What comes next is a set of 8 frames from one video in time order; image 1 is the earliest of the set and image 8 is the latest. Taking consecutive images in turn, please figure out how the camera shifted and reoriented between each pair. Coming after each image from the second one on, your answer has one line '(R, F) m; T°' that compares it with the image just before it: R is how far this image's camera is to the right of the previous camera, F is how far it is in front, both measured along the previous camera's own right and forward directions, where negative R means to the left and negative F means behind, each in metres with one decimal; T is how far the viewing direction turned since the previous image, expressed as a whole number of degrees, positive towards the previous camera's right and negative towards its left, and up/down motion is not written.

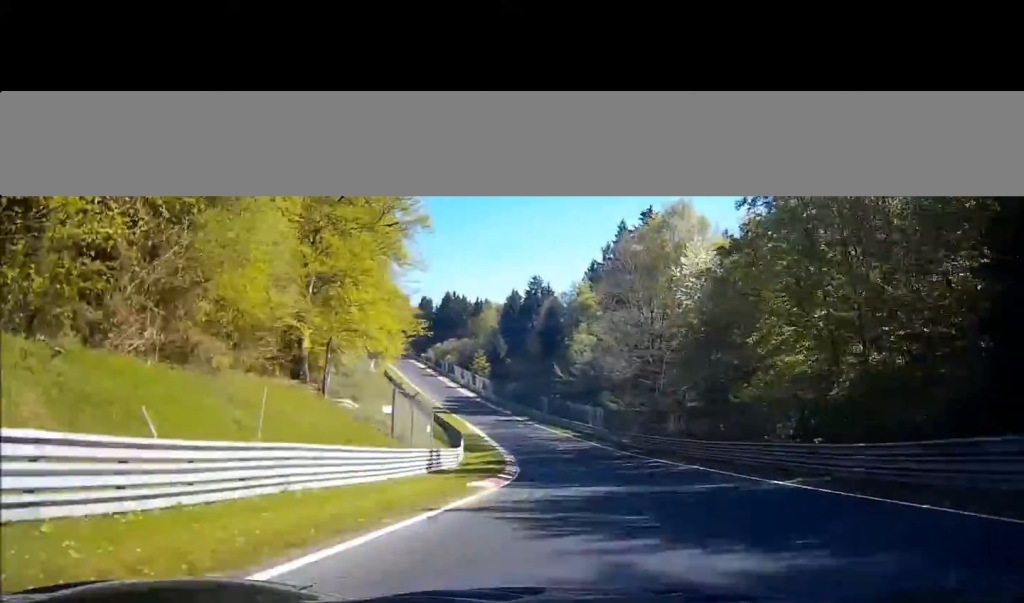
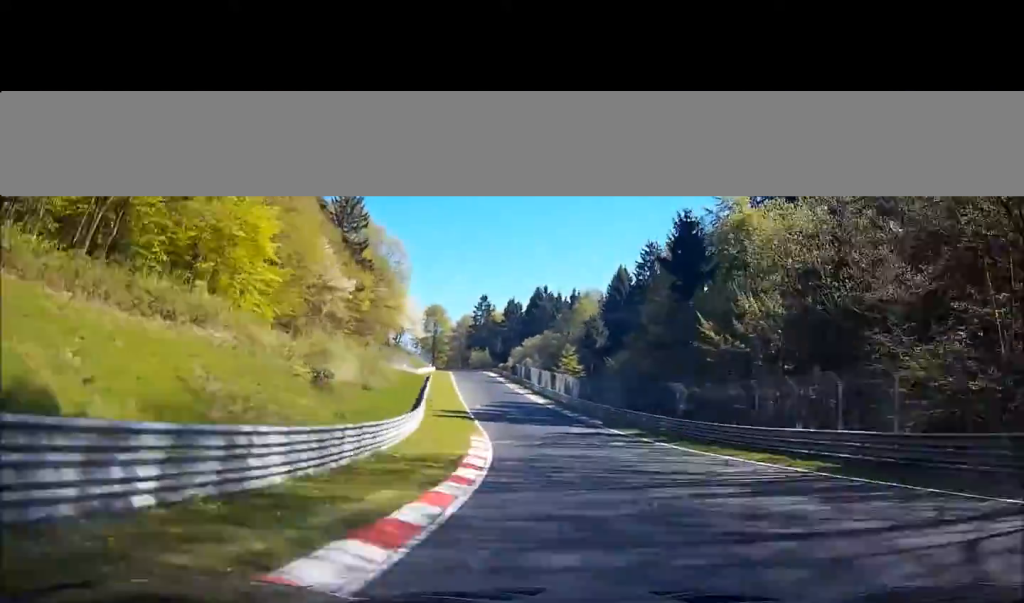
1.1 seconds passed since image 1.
(-3.9, +58.4) m; -8°
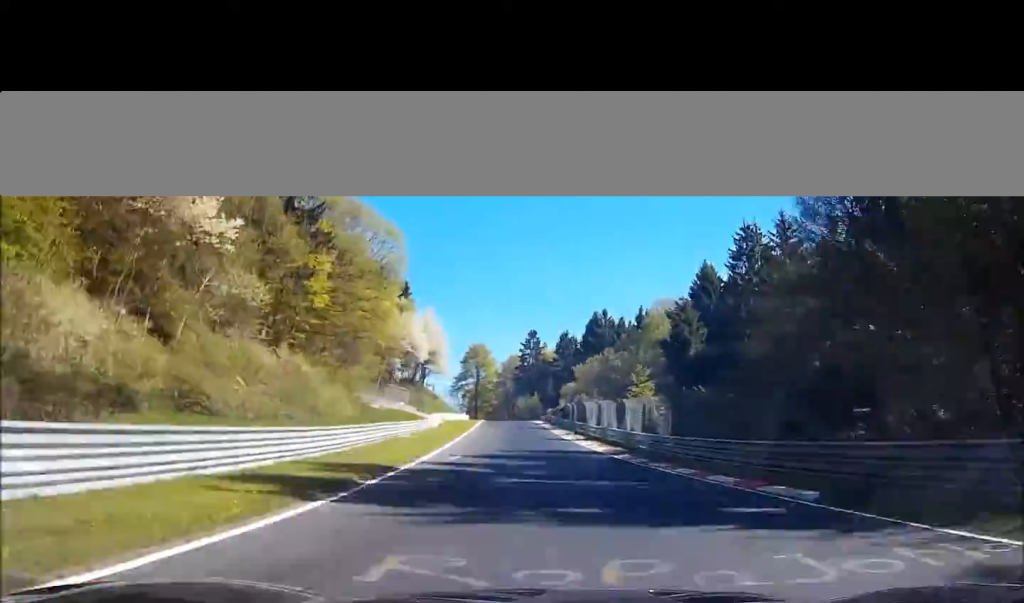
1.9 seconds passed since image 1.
(-1.8, +34.6) m; -5°
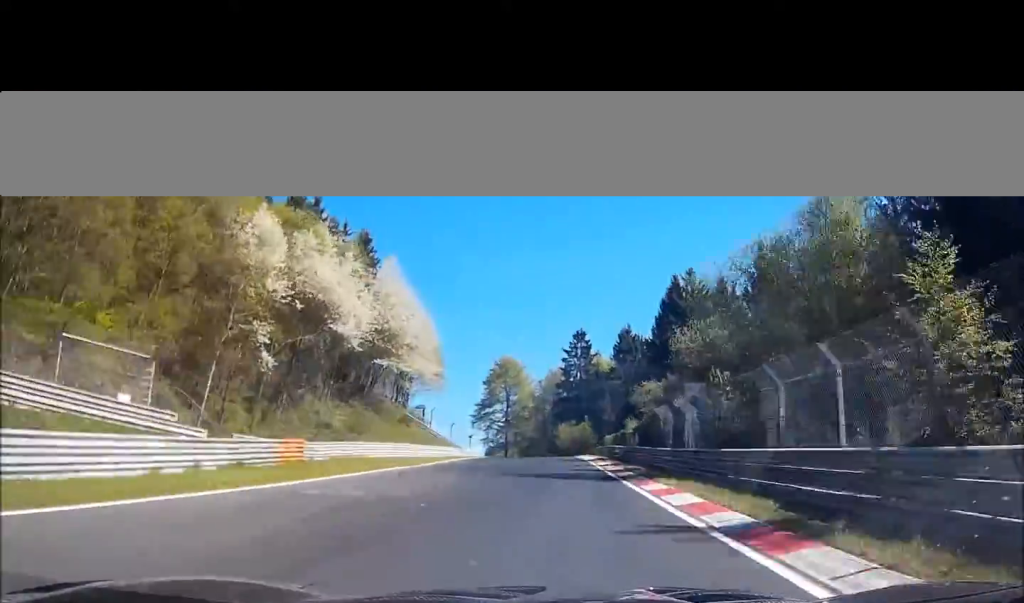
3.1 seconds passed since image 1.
(-3.3, +59.5) m; -6°
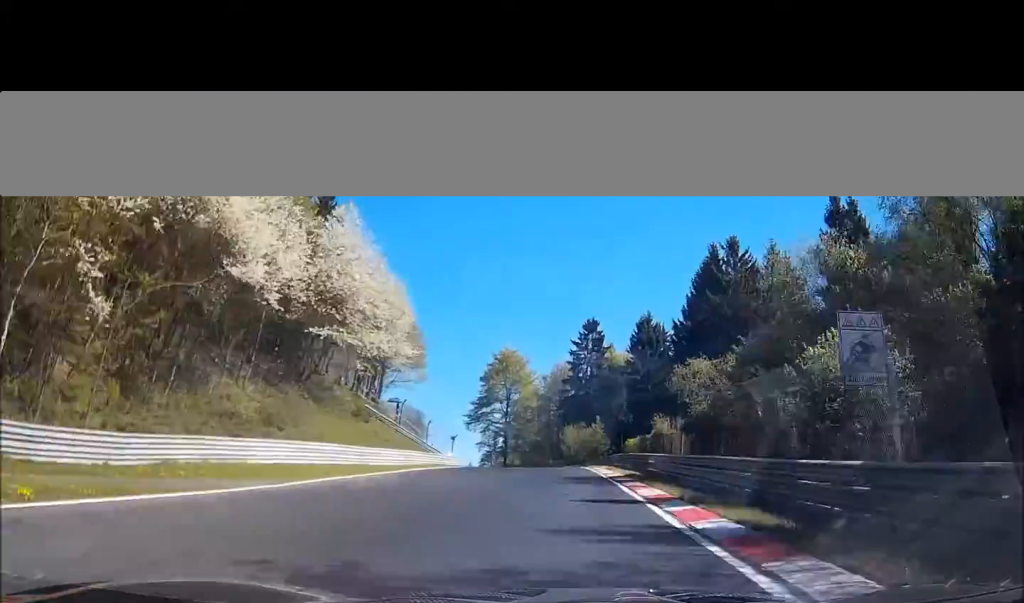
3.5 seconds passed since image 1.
(-0.5, +21.7) m; -2°
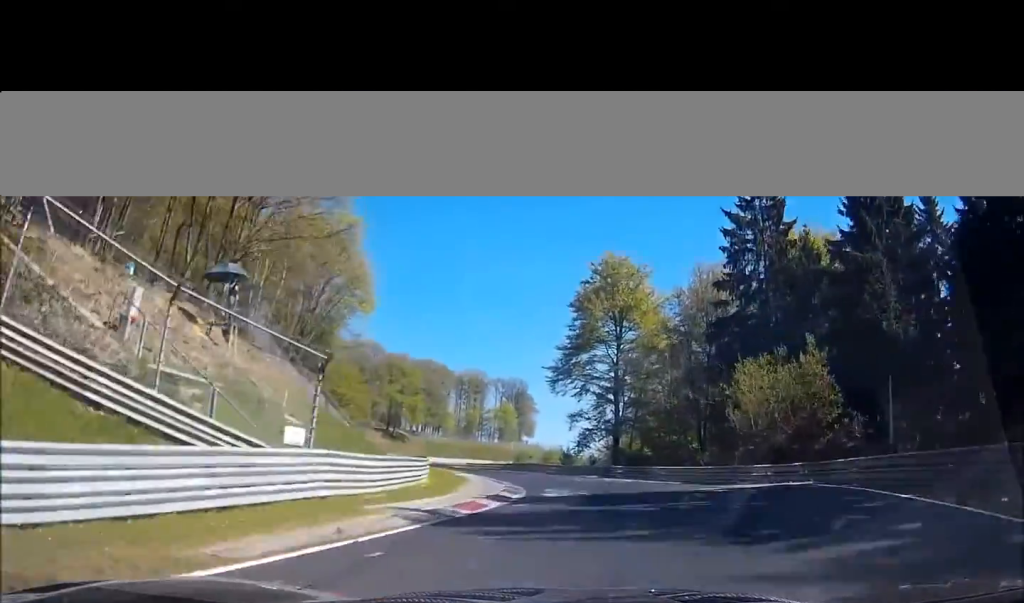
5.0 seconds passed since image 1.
(-3.6, +64.4) m; -9°
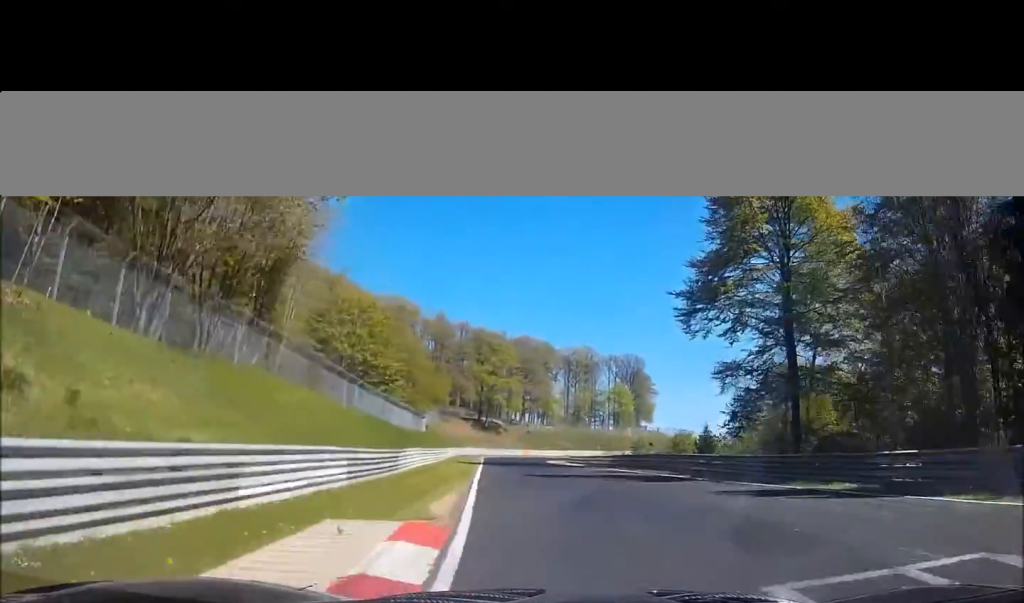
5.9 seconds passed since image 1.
(-2.3, +36.4) m; -9°
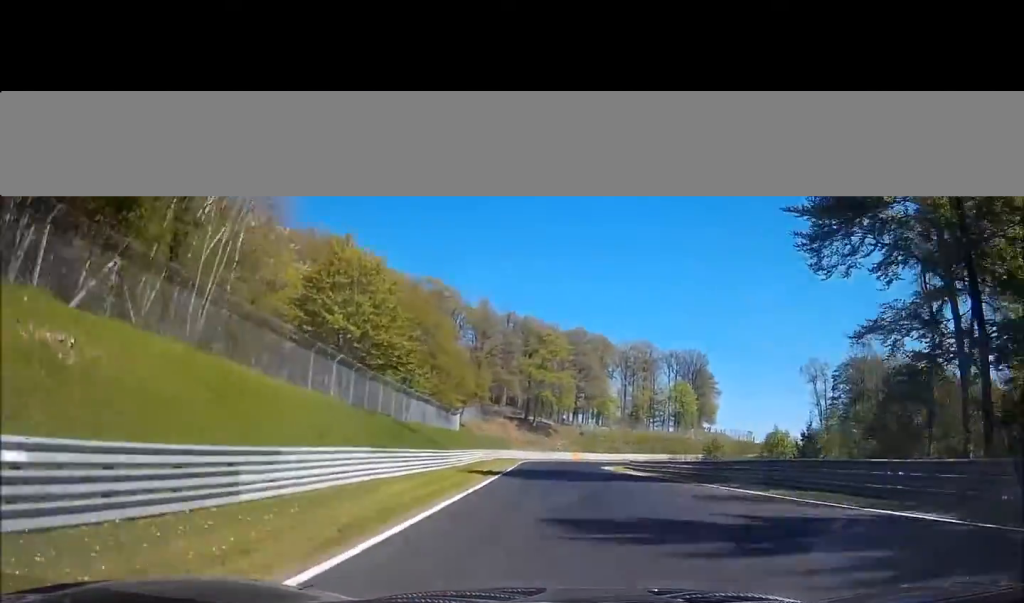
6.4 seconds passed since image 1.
(-1.8, +19.3) m; -4°
